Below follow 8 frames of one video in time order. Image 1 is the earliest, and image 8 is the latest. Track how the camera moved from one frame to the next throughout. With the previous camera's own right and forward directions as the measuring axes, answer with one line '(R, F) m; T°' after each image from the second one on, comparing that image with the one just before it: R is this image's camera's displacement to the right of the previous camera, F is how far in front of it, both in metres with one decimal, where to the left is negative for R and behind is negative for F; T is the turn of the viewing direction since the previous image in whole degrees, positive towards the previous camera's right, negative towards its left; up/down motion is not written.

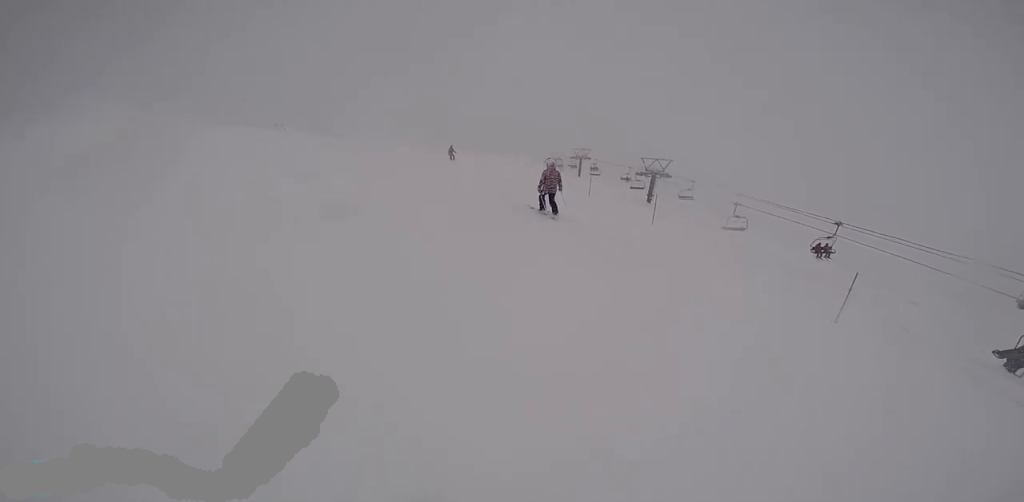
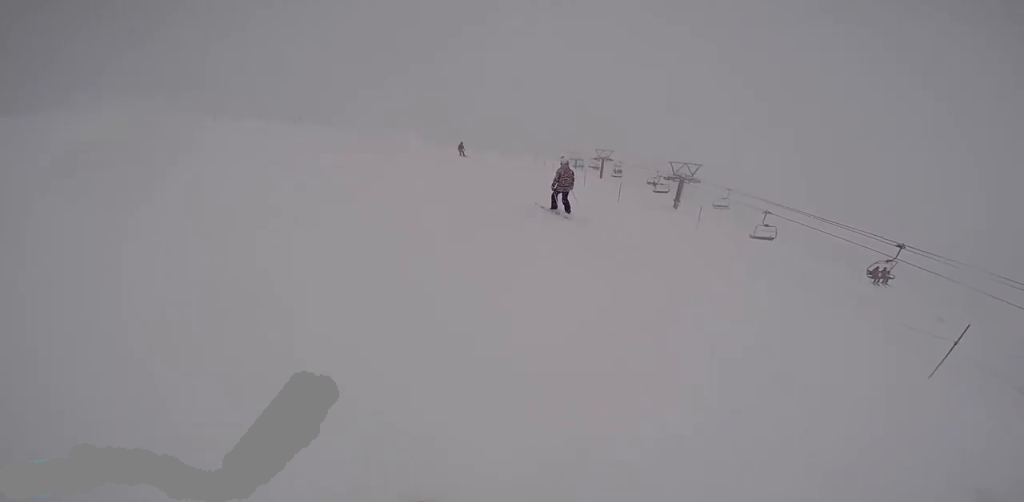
(+0.3, +2.0) m; -7°
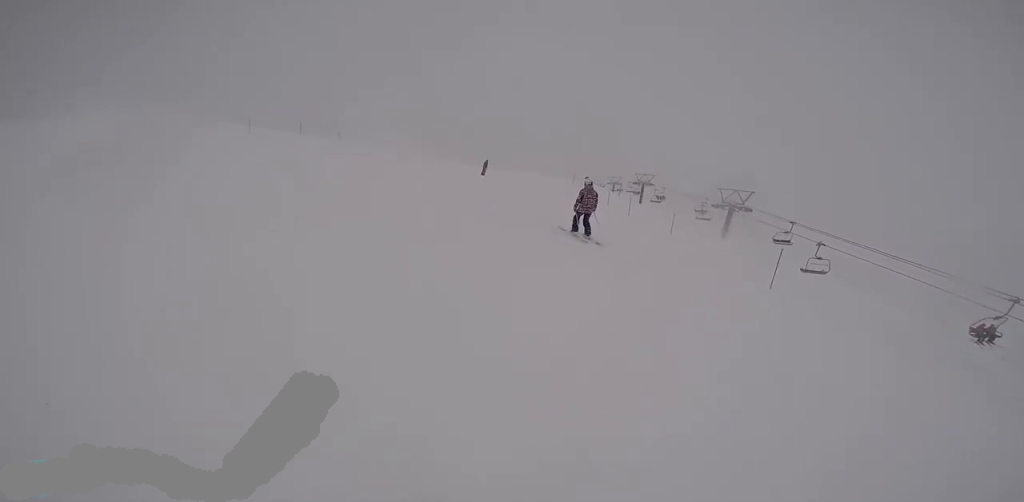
(-0.7, +2.6) m; 0°
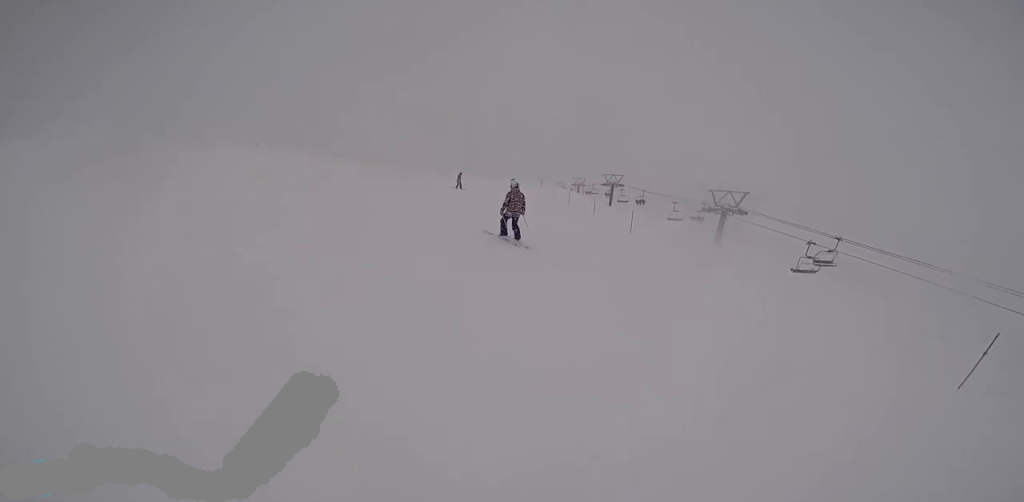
(+0.9, +8.1) m; +13°
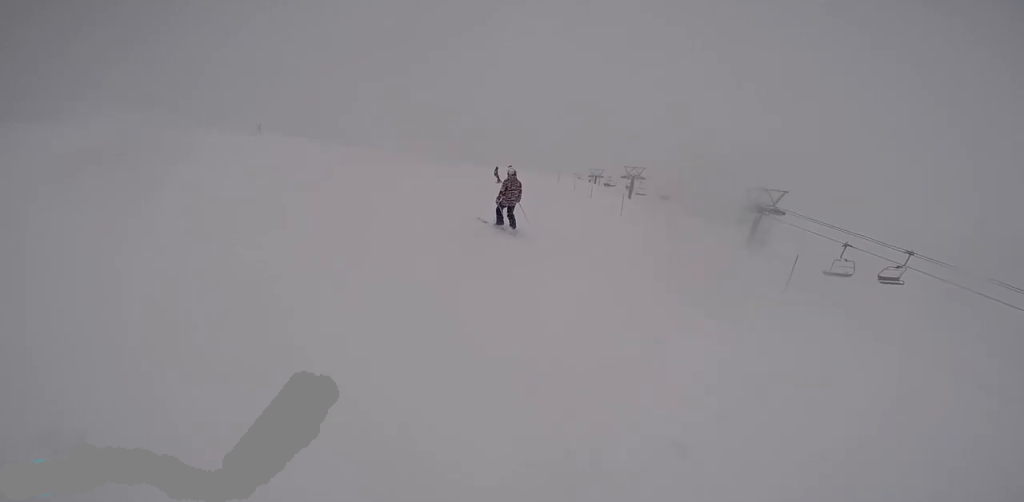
(+0.1, +3.0) m; -9°
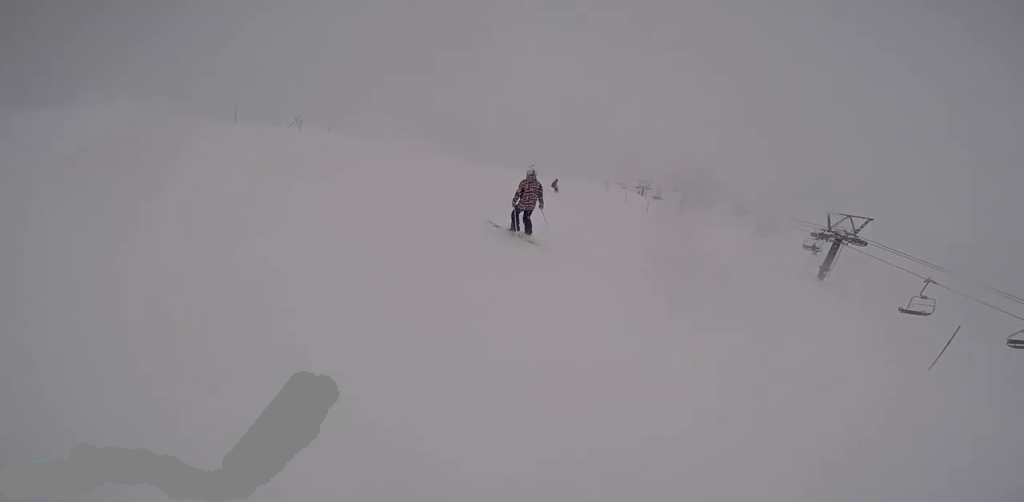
(-0.4, +3.2) m; -10°
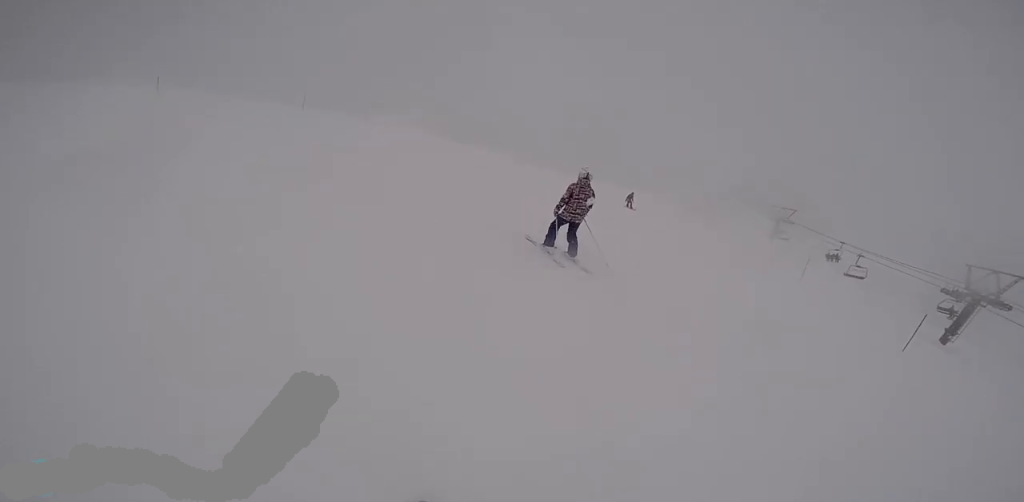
(-0.6, +3.8) m; -9°
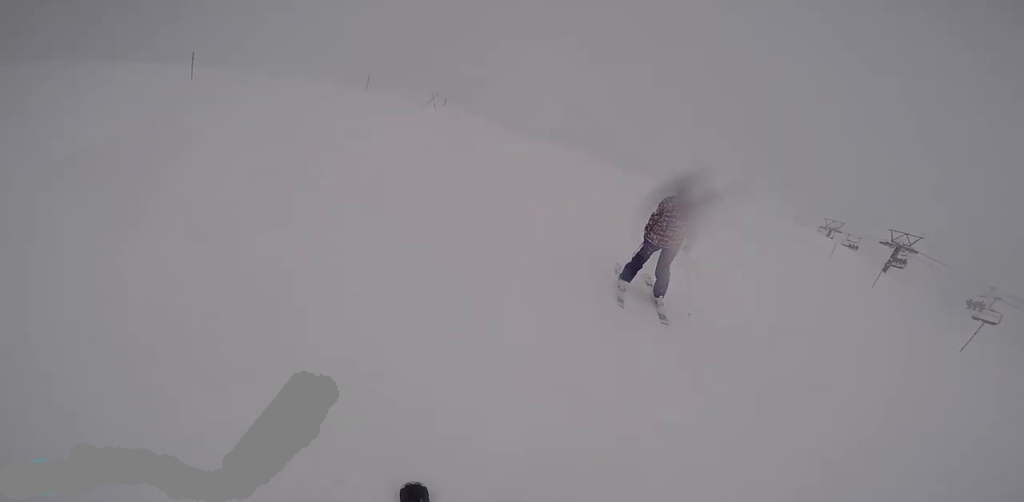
(-0.1, +4.5) m; +11°
